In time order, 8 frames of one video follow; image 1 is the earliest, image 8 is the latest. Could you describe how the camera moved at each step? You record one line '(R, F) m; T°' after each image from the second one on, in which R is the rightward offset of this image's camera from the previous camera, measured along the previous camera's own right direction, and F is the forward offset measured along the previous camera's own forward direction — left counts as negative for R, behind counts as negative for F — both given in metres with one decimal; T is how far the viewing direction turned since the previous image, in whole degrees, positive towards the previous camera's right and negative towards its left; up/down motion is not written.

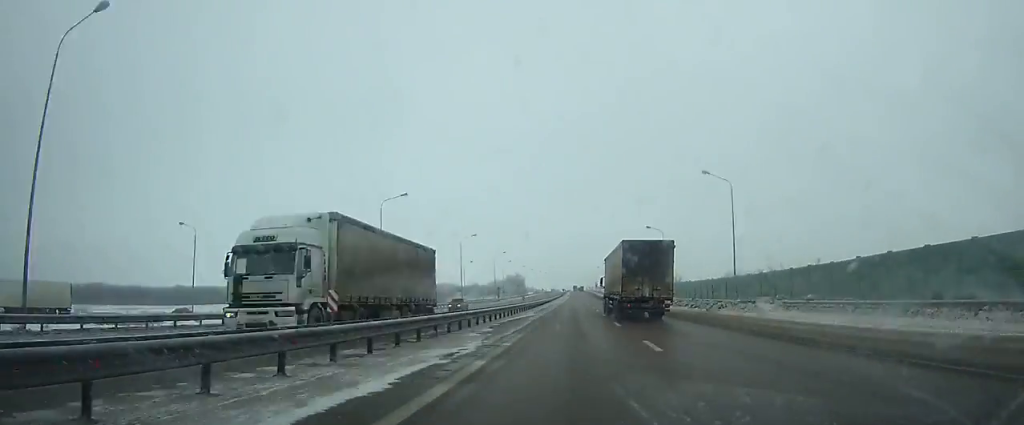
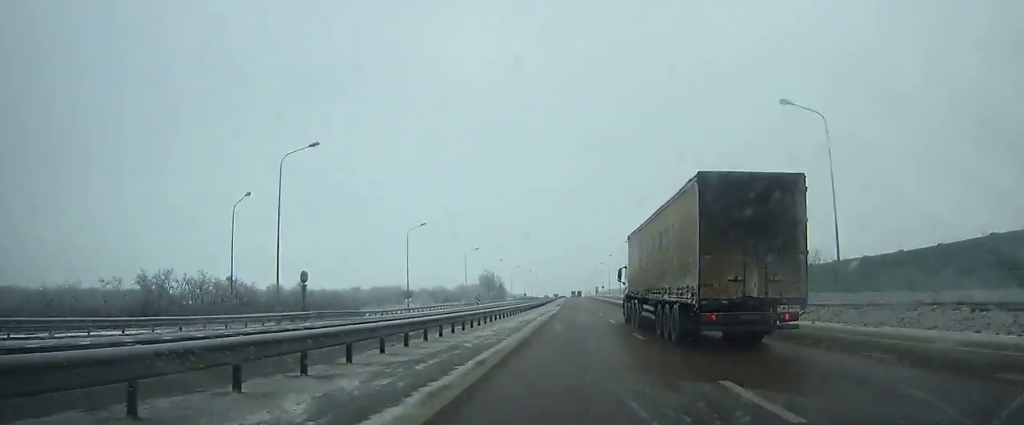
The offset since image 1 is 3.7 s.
(+0.1, +104.1) m; 0°
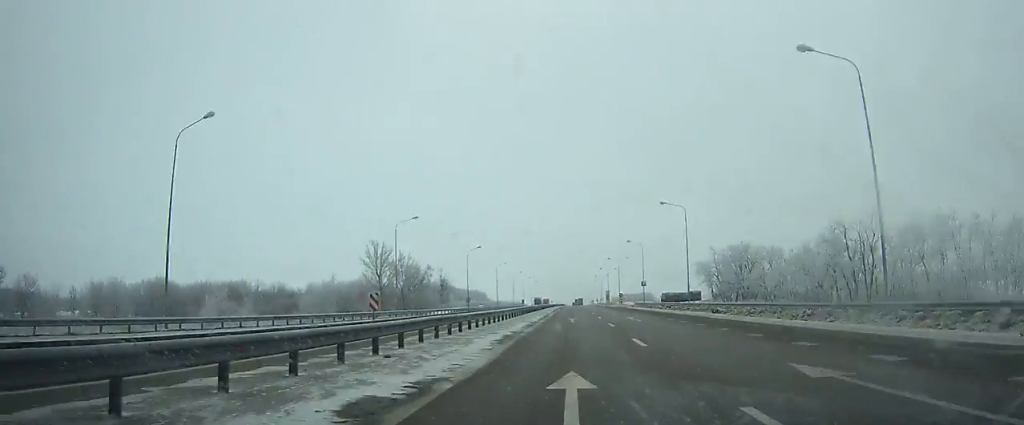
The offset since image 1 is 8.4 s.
(-0.3, +133.6) m; 0°
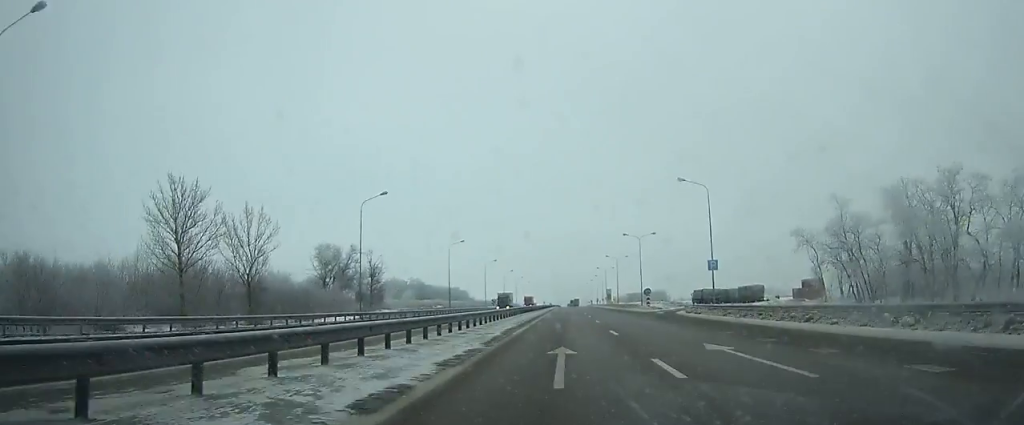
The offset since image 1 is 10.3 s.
(+0.1, +53.6) m; 0°
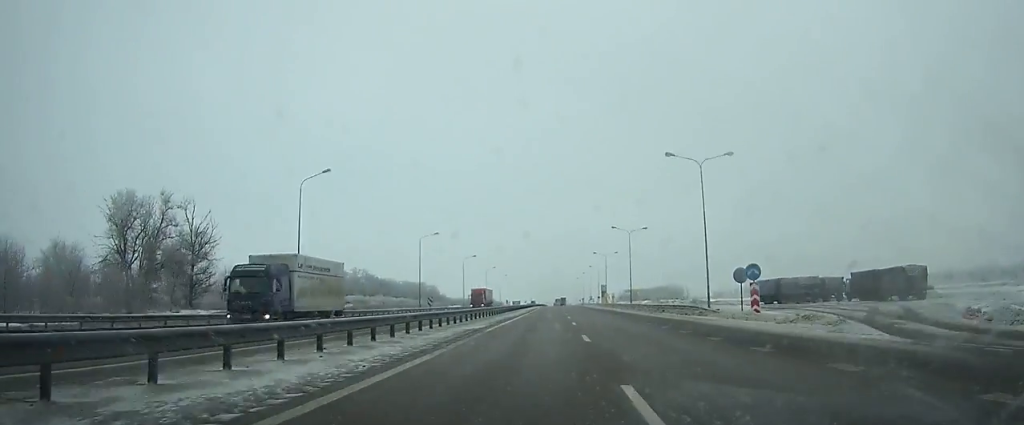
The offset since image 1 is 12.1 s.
(+0.5, +50.5) m; 0°
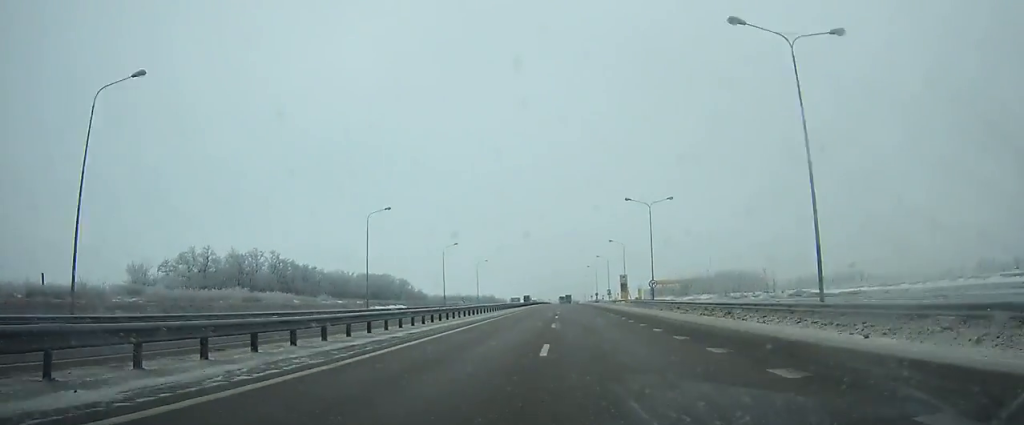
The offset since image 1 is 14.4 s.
(-0.2, +62.7) m; 0°
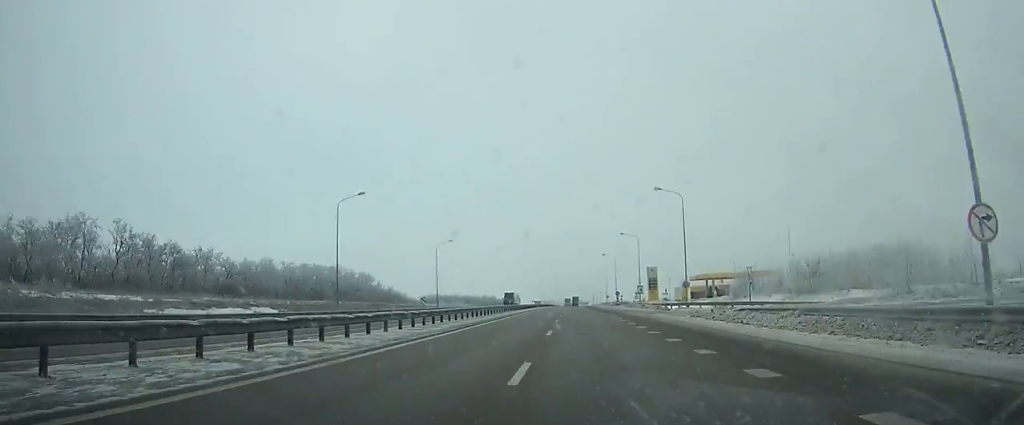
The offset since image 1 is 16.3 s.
(-0.1, +50.5) m; 0°
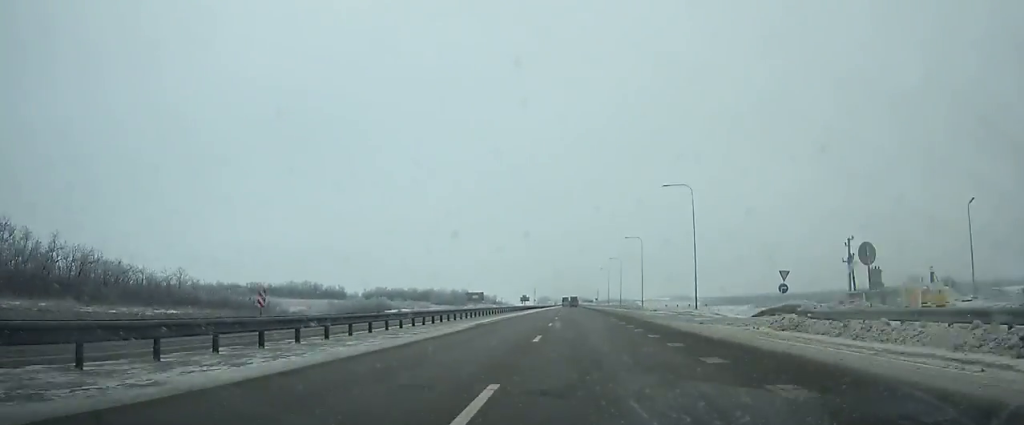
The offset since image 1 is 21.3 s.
(+0.4, +126.2) m; +1°
